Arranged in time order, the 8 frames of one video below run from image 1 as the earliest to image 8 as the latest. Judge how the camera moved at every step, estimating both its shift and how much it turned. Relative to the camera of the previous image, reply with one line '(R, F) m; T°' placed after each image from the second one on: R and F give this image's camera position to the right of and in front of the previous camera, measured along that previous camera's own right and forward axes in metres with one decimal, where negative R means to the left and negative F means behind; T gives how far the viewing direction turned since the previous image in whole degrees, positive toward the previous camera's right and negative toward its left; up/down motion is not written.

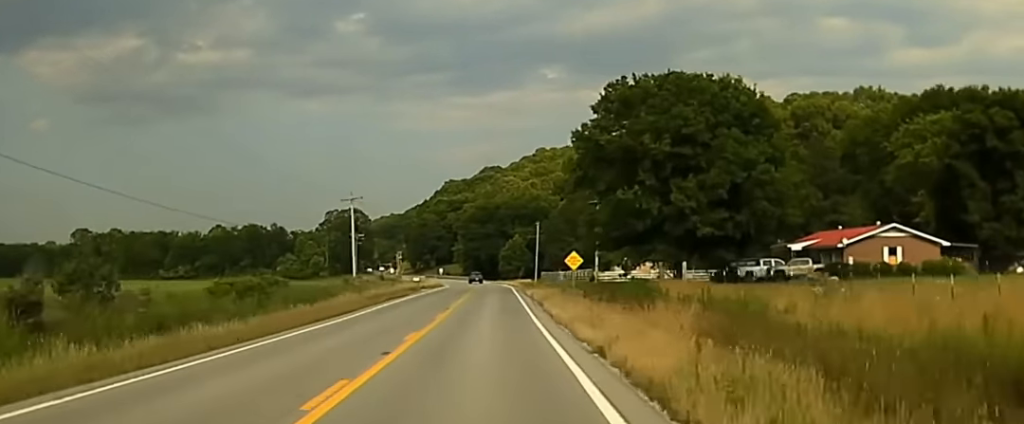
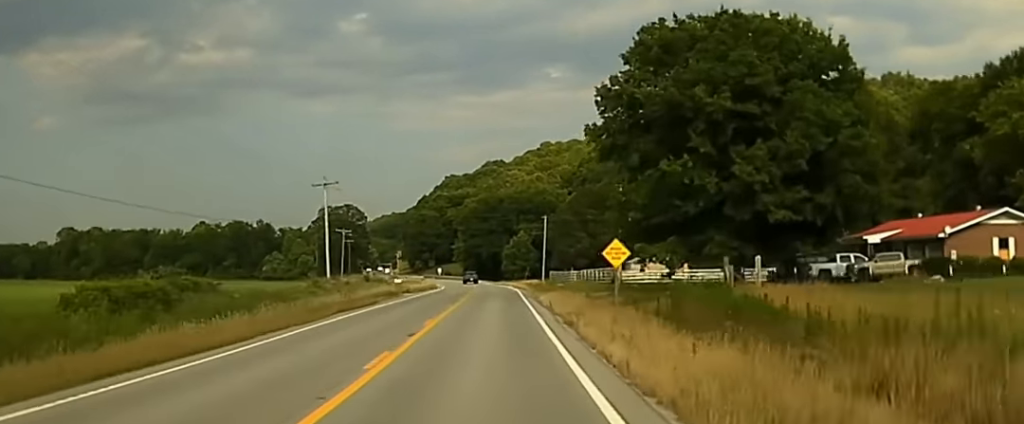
(0.0, +18.8) m; 0°
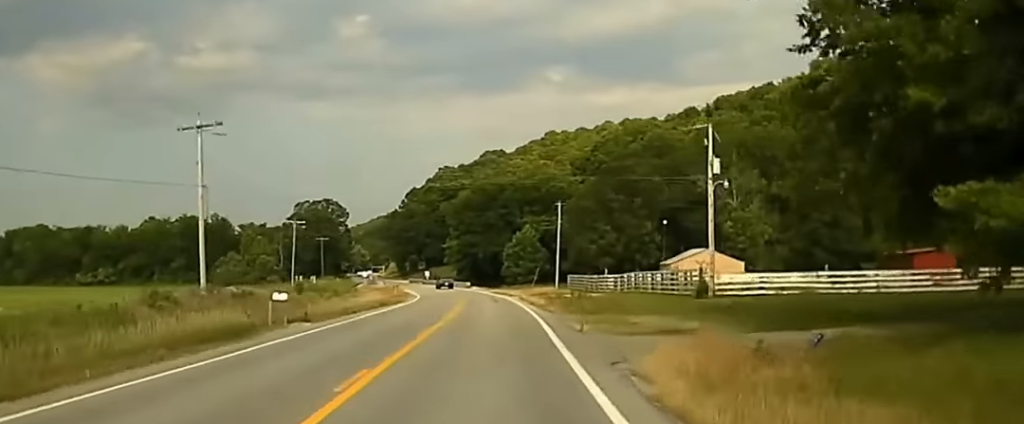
(0.0, +41.5) m; -1°
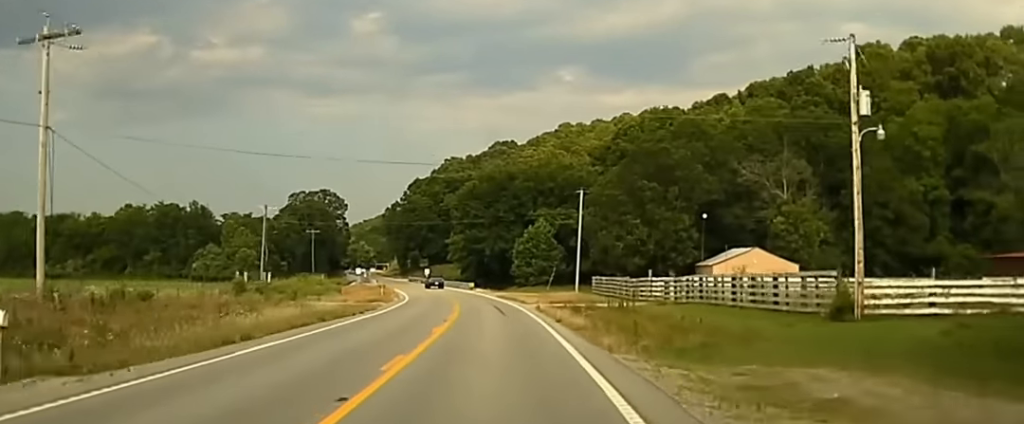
(-0.2, +19.5) m; 0°
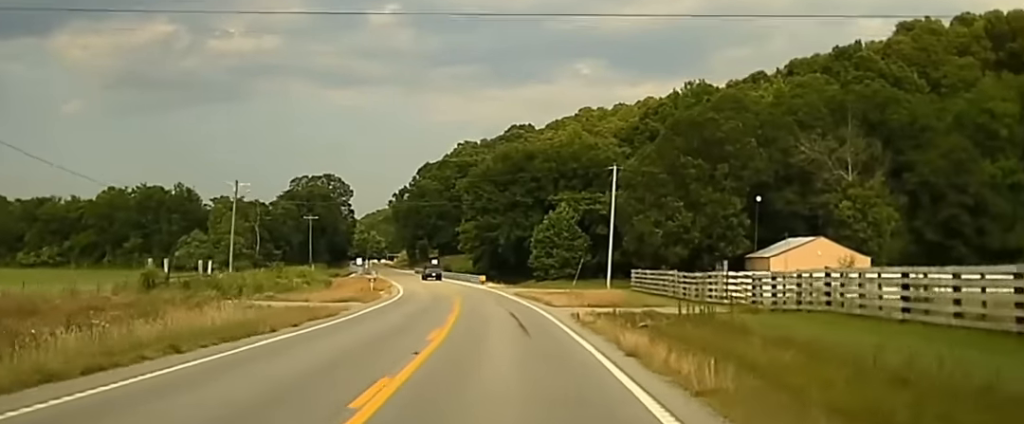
(-0.1, +17.5) m; 0°
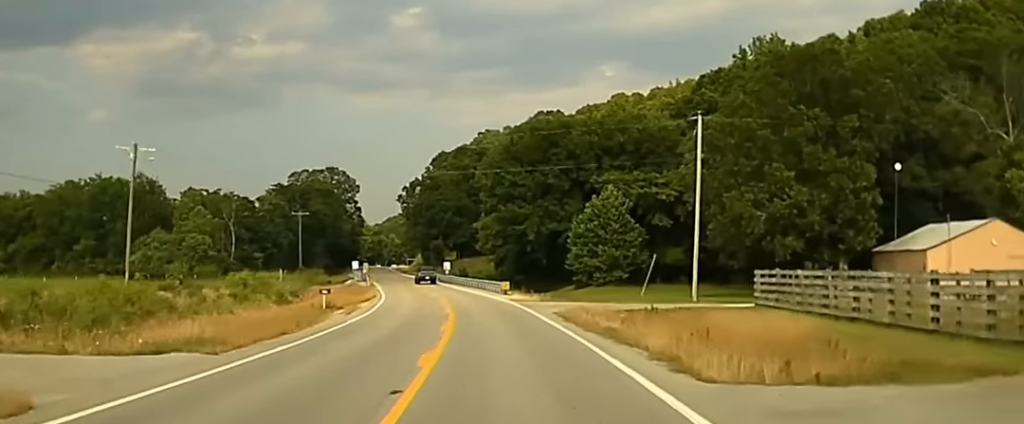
(-0.1, +31.6) m; -2°
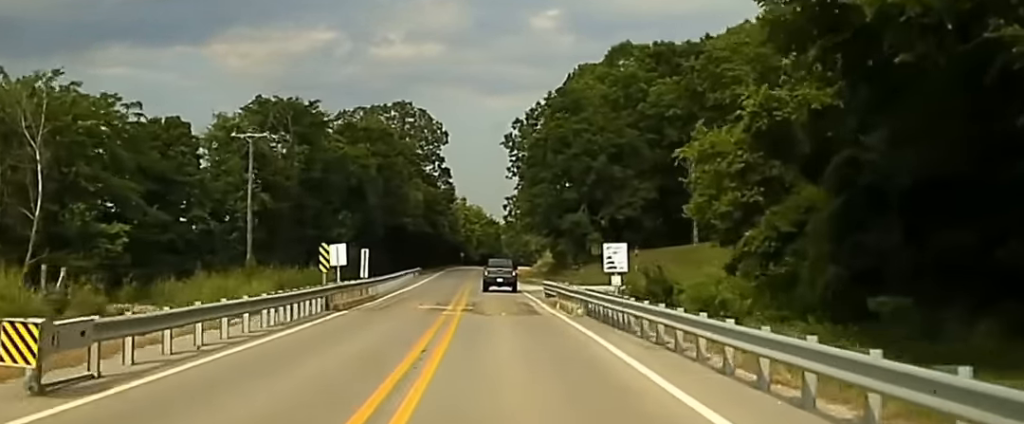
(-6.5, +96.9) m; -7°
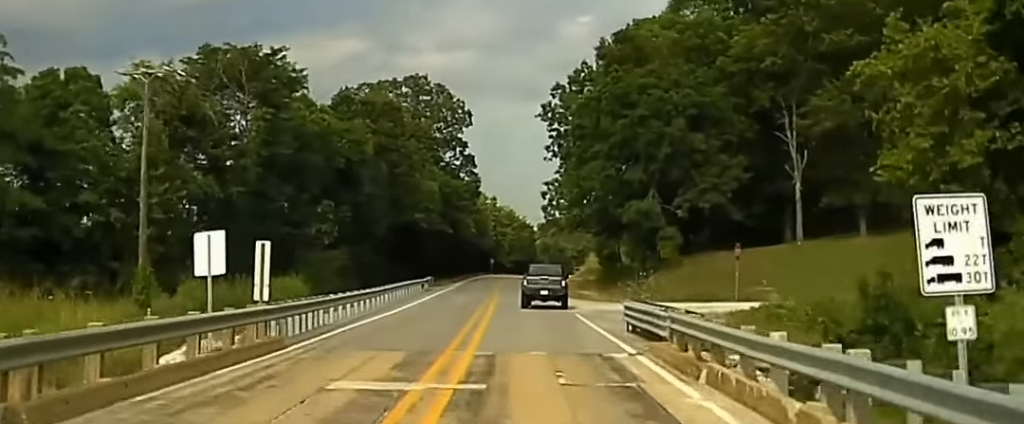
(-0.8, +26.4) m; -1°
